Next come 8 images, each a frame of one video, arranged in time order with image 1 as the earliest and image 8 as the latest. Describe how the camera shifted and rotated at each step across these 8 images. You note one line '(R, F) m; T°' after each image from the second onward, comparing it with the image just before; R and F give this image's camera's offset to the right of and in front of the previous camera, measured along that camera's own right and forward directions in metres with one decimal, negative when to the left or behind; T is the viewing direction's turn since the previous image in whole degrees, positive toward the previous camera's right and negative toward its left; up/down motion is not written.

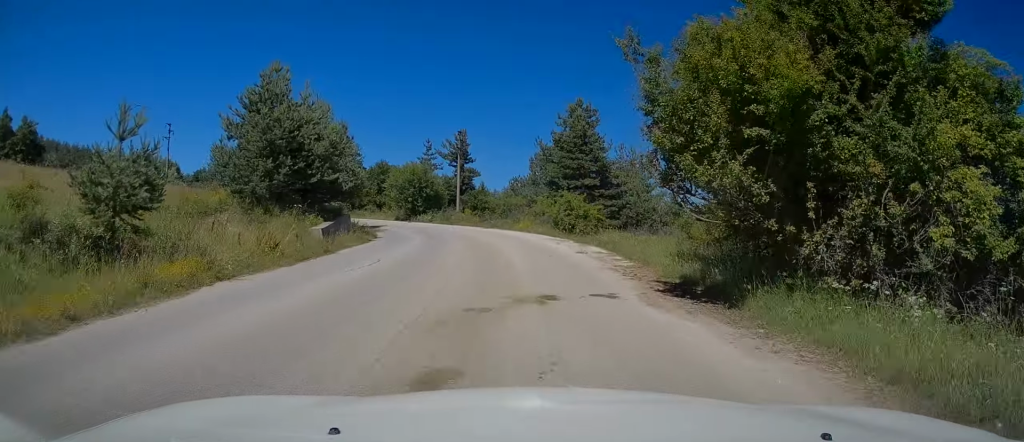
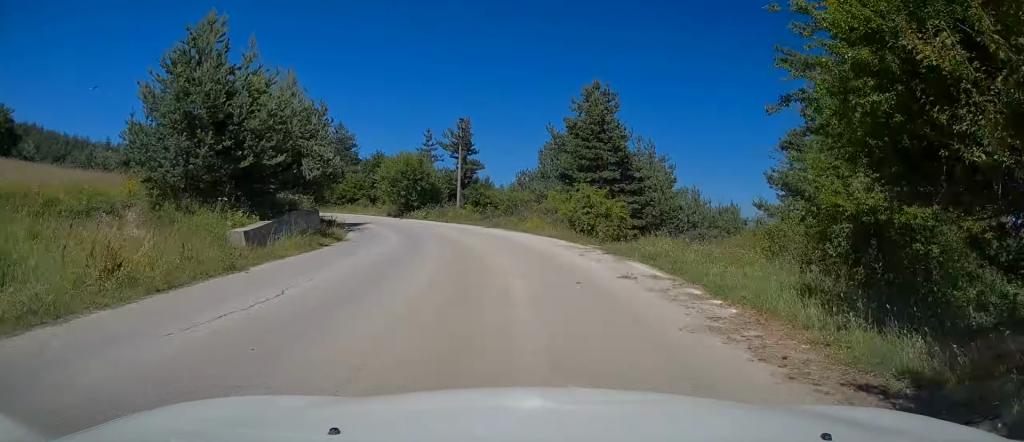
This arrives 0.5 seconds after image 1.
(+0.2, +6.2) m; -3°
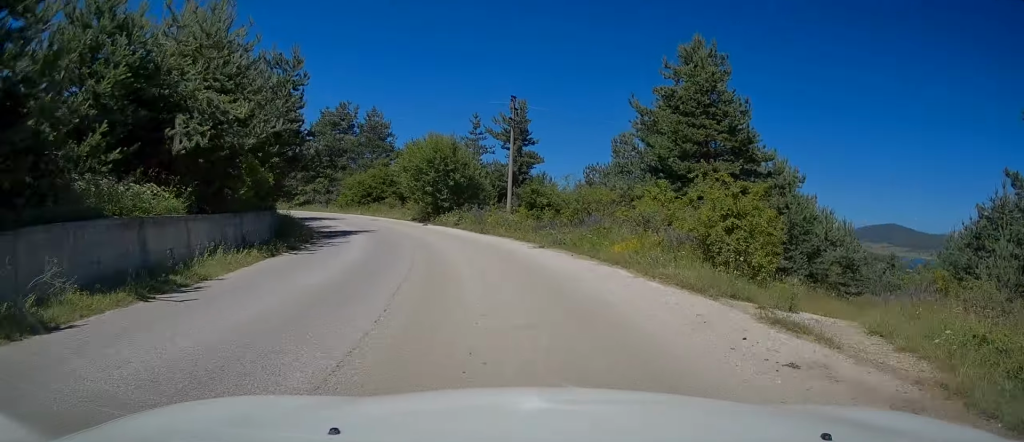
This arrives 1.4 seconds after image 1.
(-1.1, +12.9) m; -7°
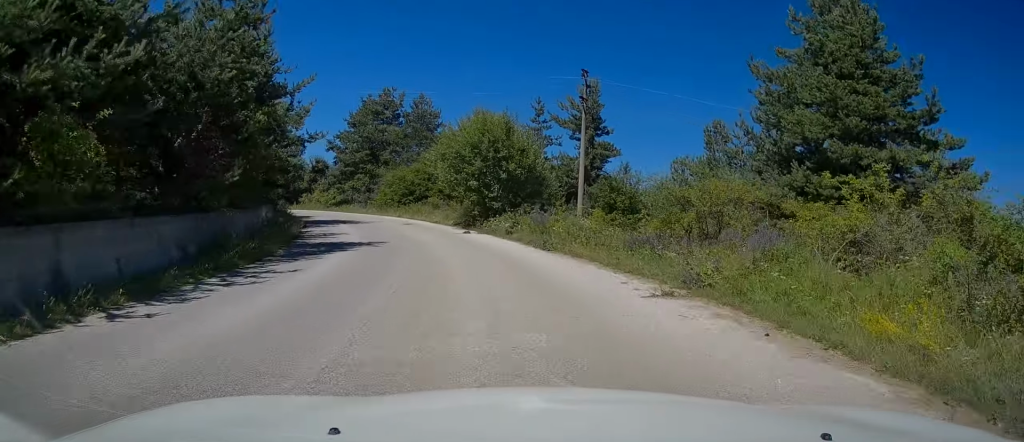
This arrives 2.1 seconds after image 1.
(-0.4, +9.1) m; -6°
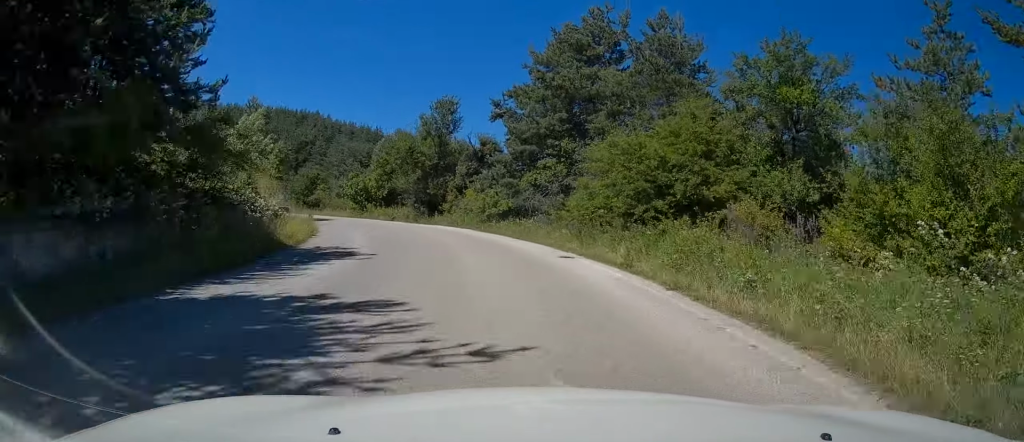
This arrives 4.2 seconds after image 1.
(-5.5, +28.1) m; -21°
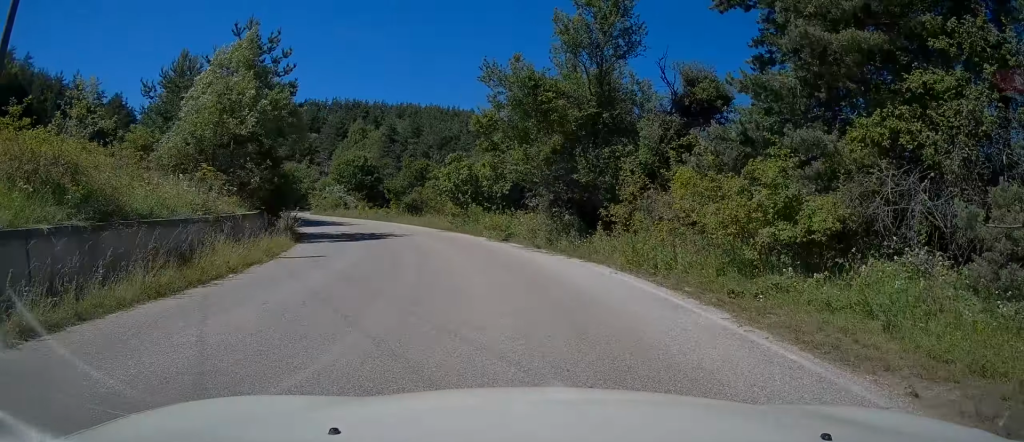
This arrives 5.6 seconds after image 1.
(-1.5, +21.3) m; -12°
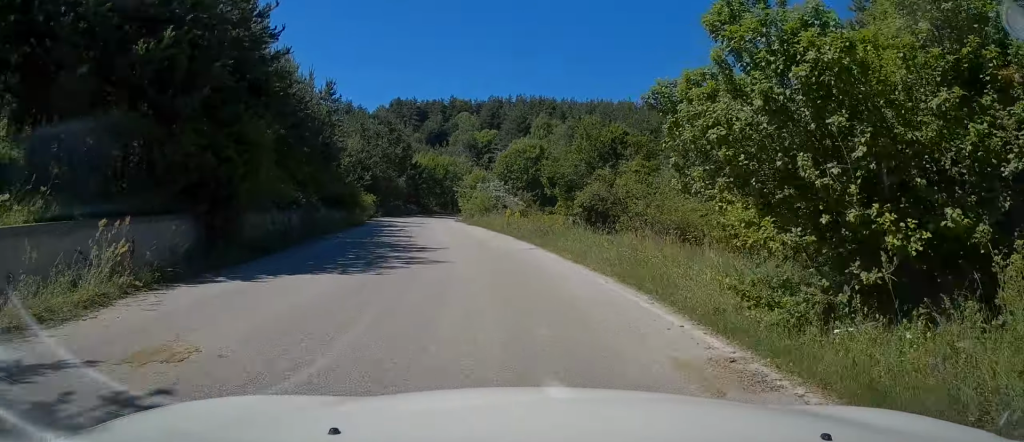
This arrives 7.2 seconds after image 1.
(-4.5, +21.3) m; -19°
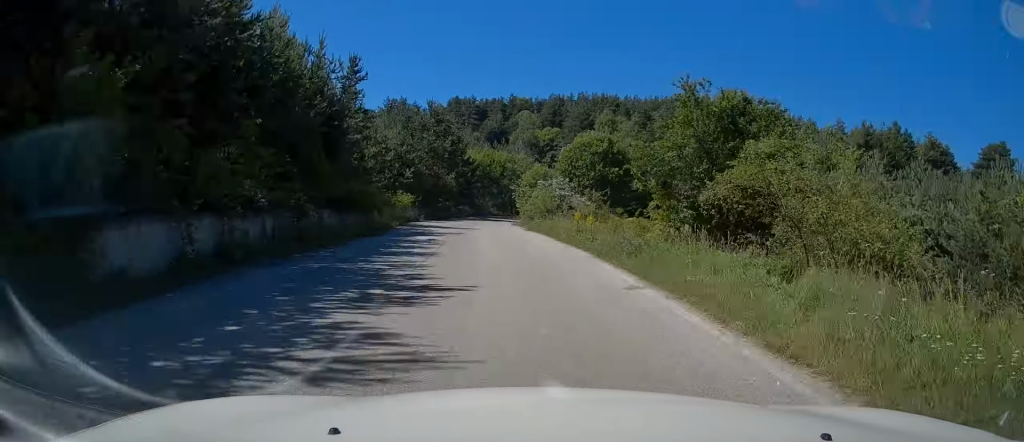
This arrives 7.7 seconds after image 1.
(-0.4, +7.6) m; -5°
